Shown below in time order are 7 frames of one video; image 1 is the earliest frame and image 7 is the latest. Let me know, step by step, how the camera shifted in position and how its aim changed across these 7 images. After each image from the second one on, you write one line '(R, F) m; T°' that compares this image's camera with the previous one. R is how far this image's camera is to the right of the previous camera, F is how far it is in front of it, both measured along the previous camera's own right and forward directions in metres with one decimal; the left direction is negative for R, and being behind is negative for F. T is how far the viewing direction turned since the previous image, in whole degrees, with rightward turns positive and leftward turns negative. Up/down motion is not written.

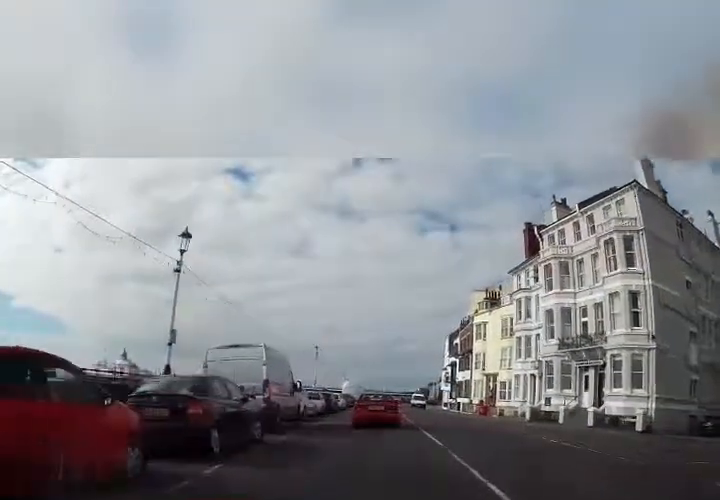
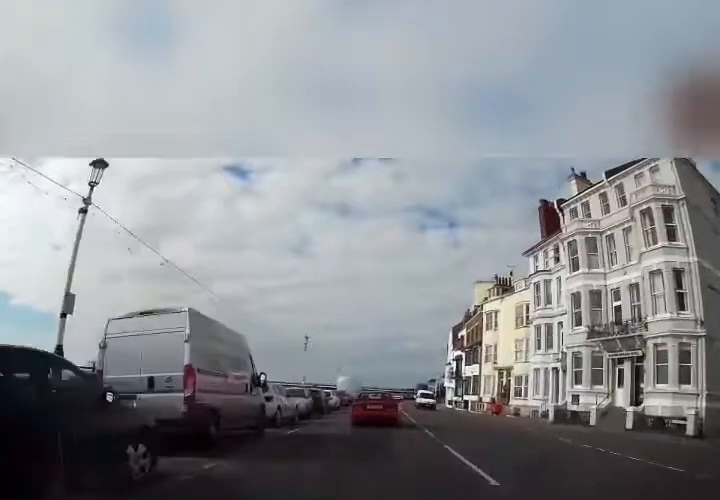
(-0.1, +4.6) m; -2°
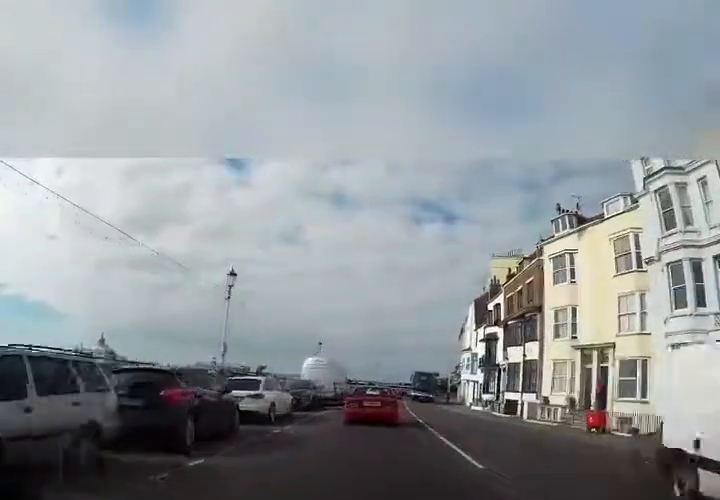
(-1.0, +17.1) m; -1°
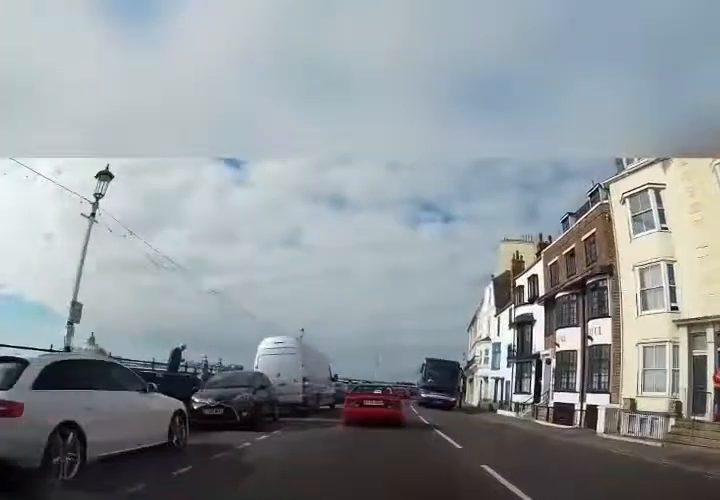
(+0.4, +9.4) m; +1°
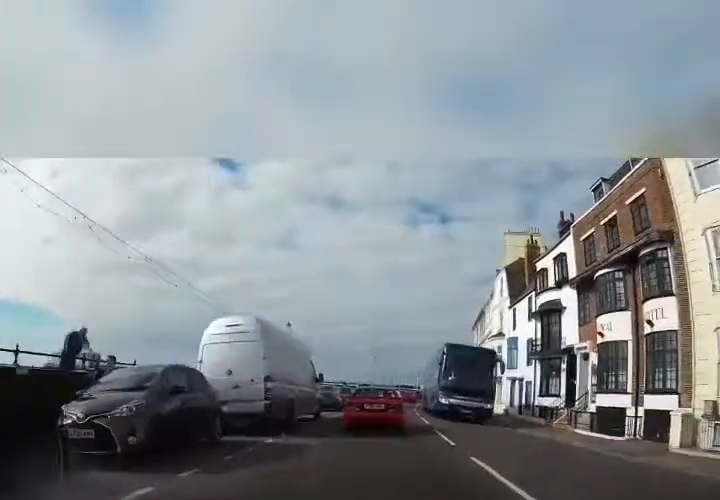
(-0.1, +5.1) m; 0°
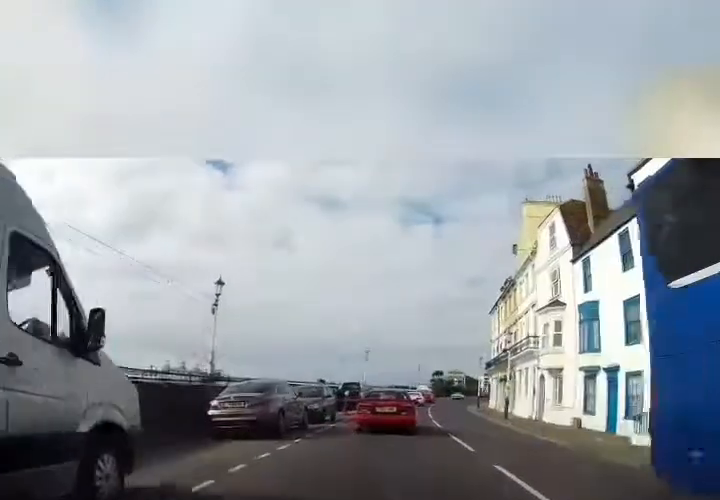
(0.0, +13.4) m; 0°
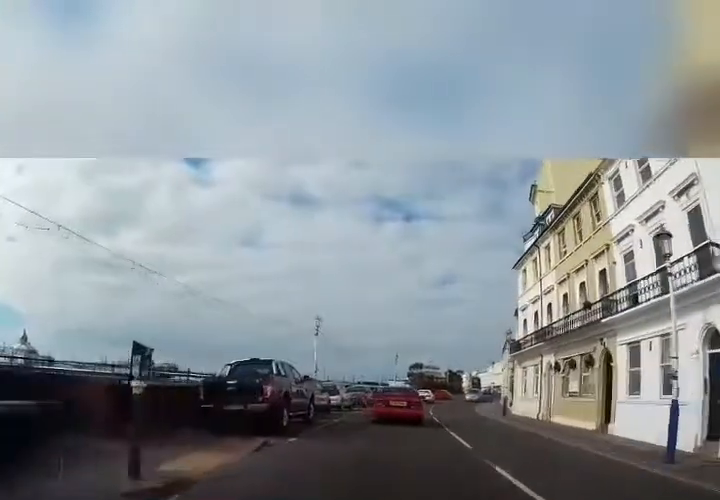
(-0.2, +18.3) m; 0°
